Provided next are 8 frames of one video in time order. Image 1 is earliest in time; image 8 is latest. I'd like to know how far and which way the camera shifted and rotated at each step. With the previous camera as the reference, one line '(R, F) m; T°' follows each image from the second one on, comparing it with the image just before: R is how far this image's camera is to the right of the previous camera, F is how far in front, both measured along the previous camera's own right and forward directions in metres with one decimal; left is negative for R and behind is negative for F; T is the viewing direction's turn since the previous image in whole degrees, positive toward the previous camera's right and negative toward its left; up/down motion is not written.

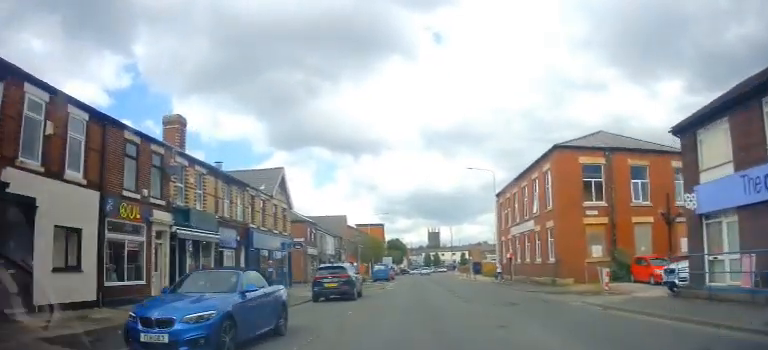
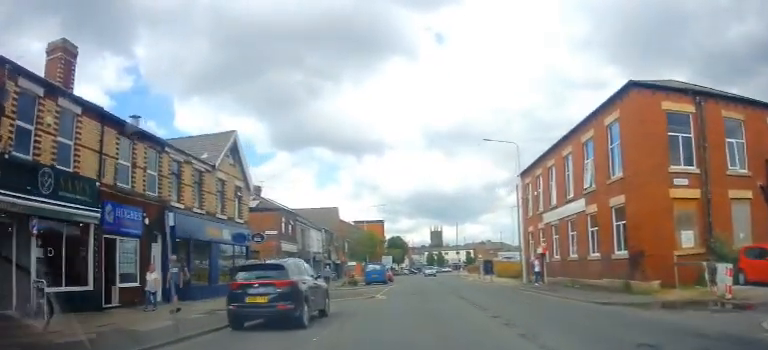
(-0.2, +9.4) m; -1°
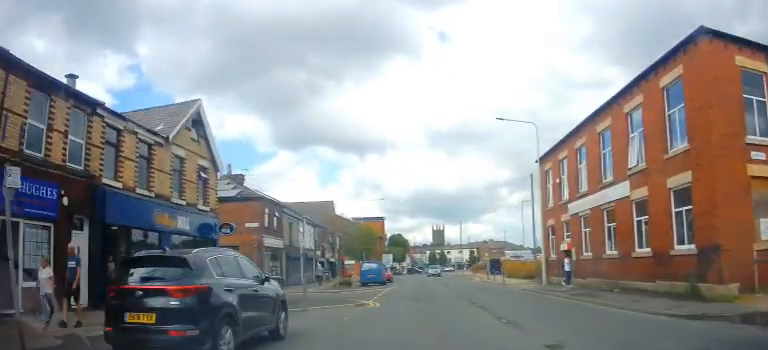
(0.0, +4.7) m; +1°
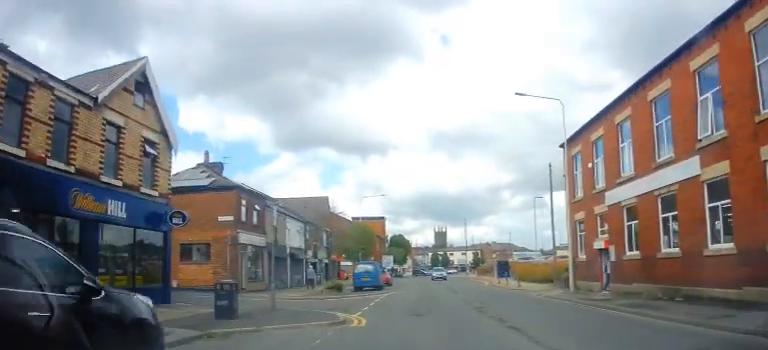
(-0.1, +4.7) m; +1°
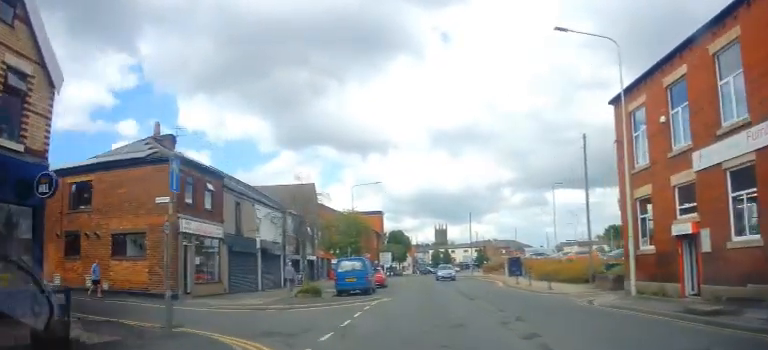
(+0.2, +7.0) m; -1°
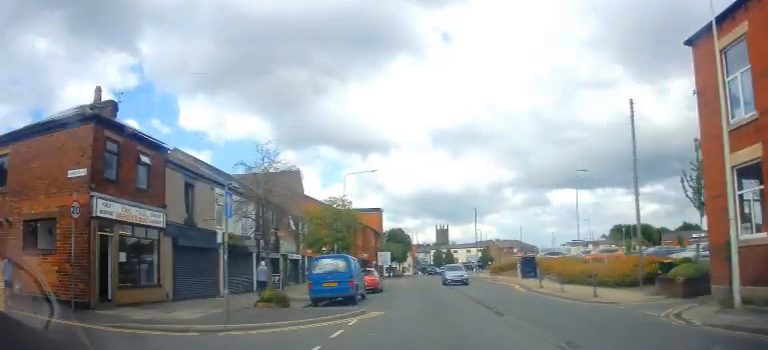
(+0.1, +6.3) m; -1°
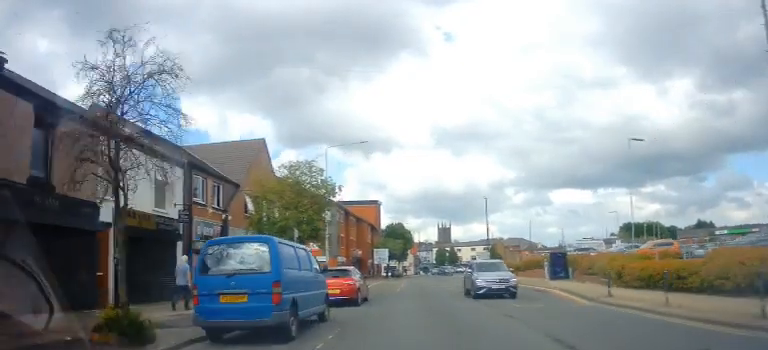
(-0.4, +9.7) m; -1°
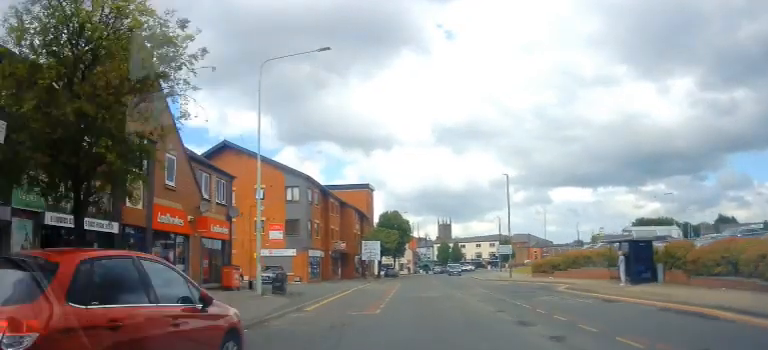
(+0.4, +14.6) m; +1°
